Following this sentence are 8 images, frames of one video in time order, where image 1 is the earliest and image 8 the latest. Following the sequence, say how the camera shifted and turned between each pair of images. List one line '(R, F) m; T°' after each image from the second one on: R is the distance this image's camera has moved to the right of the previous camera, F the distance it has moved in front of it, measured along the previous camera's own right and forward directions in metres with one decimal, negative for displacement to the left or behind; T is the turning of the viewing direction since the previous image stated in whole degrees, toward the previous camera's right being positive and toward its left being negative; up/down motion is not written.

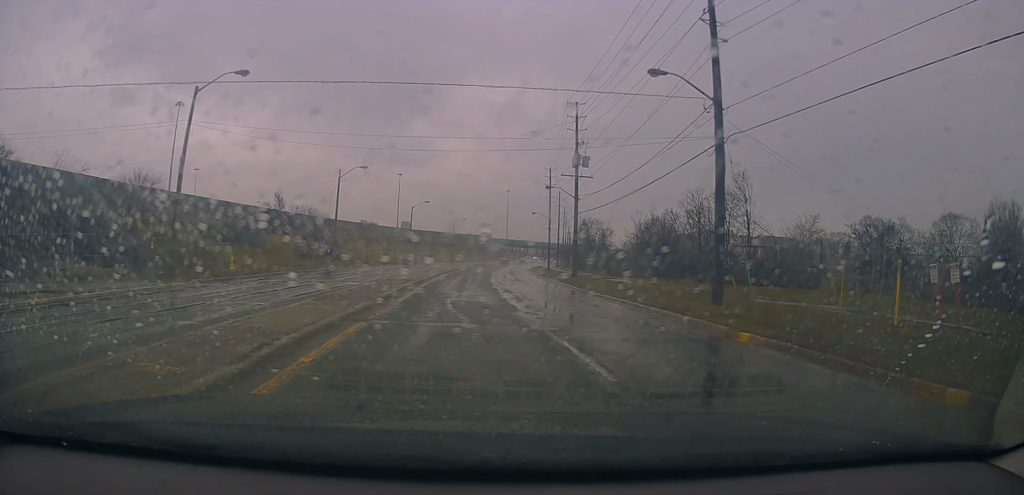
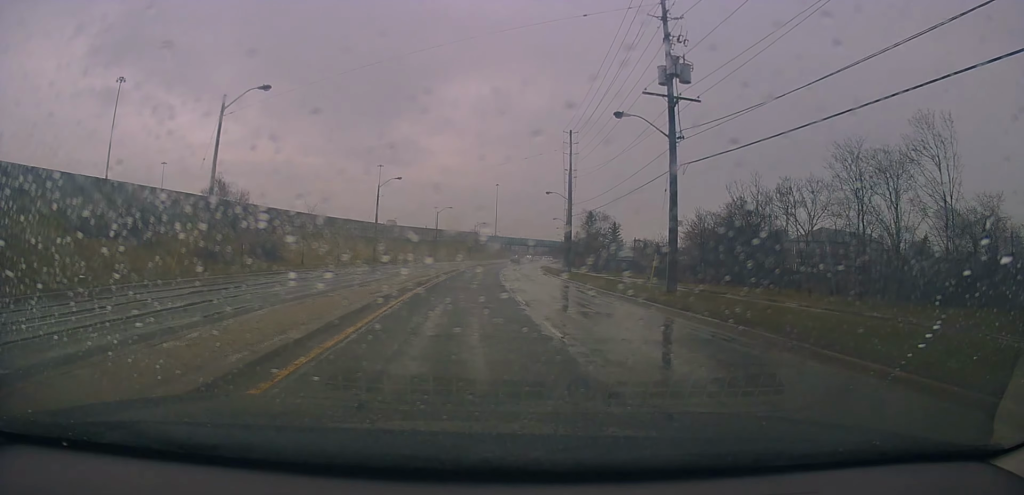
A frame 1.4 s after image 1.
(+0.5, +24.4) m; +4°
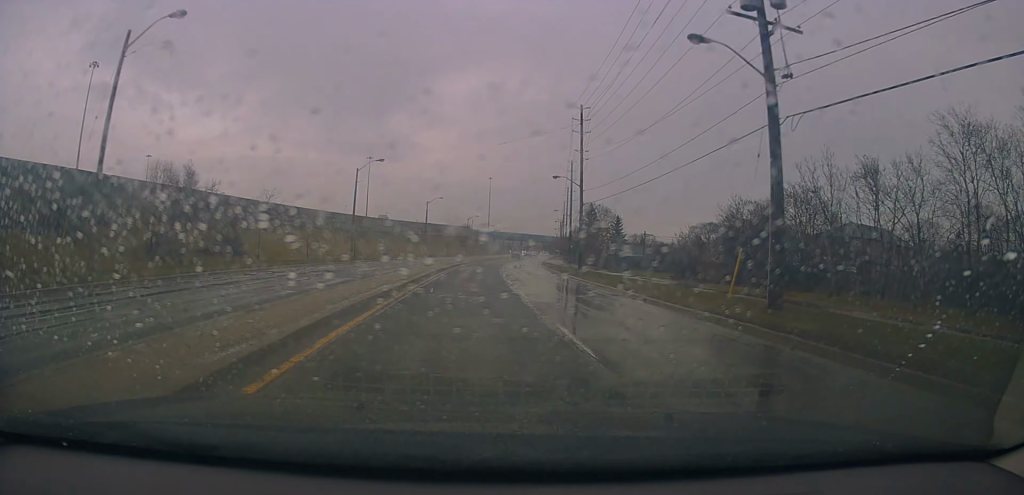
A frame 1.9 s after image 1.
(+0.4, +9.2) m; +1°
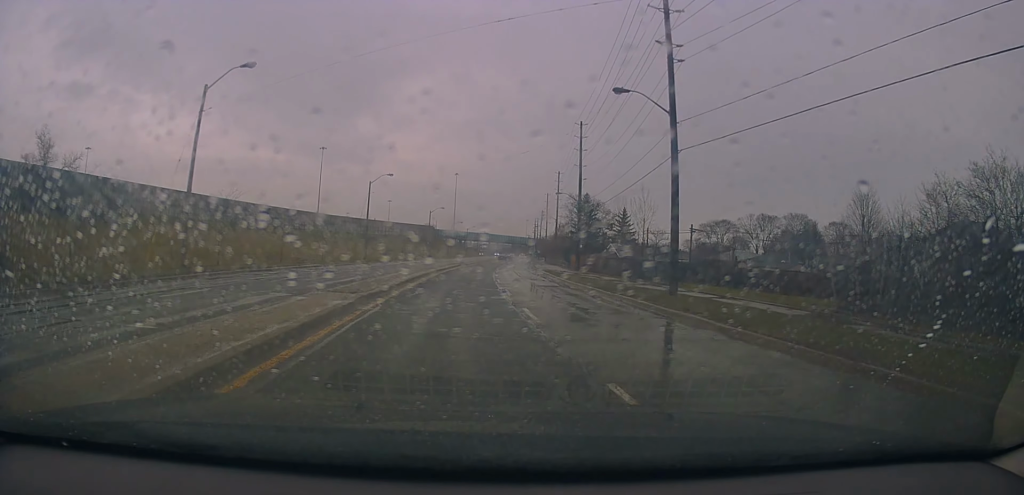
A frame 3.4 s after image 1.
(+0.2, +27.4) m; +2°
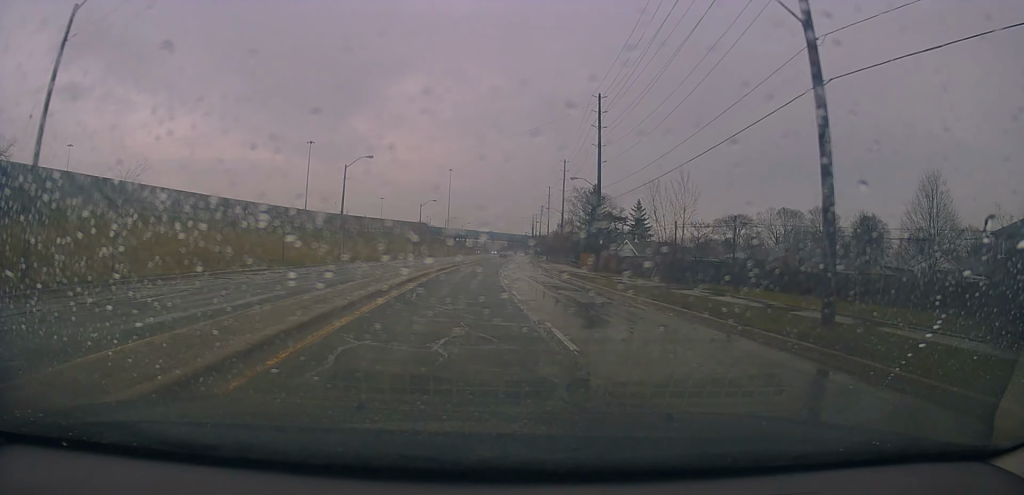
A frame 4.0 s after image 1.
(+0.1, +10.3) m; +1°
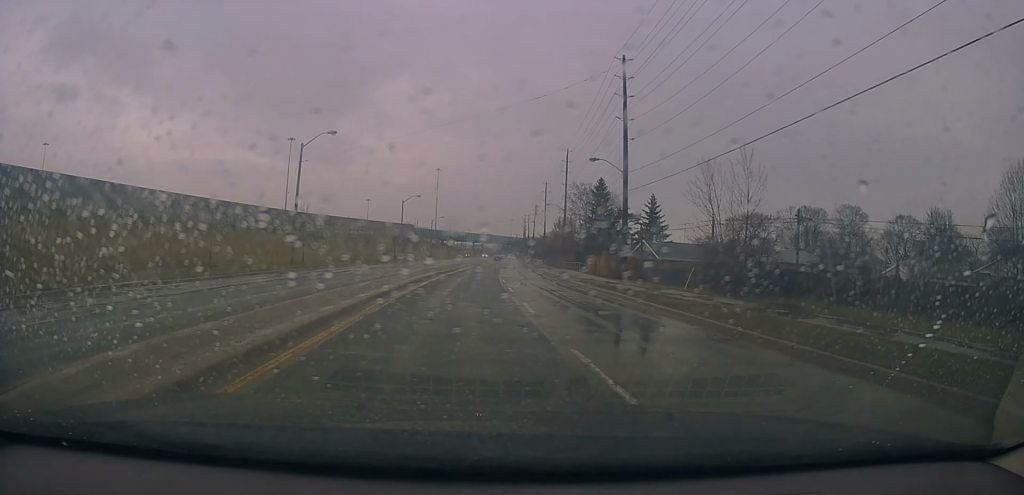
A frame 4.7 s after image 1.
(+0.1, +13.5) m; +1°
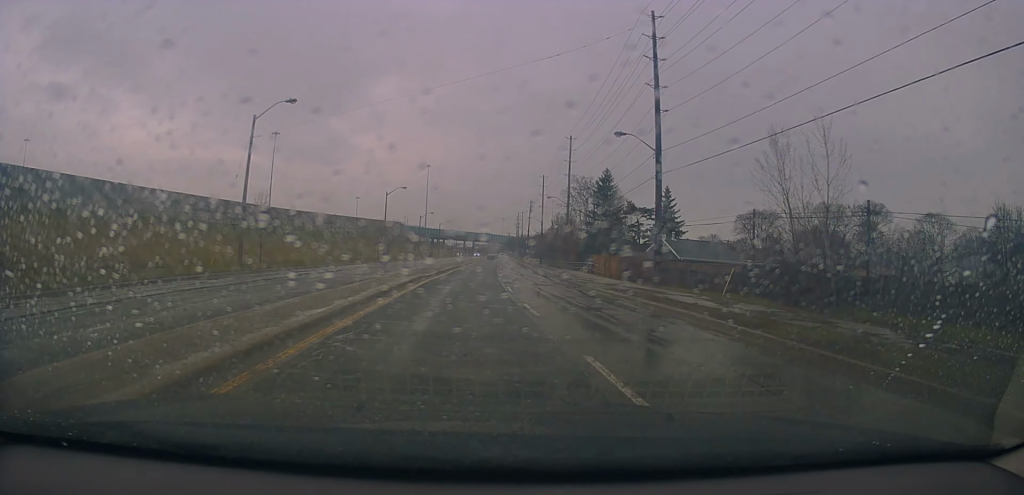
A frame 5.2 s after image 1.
(0.0, +9.5) m; +1°
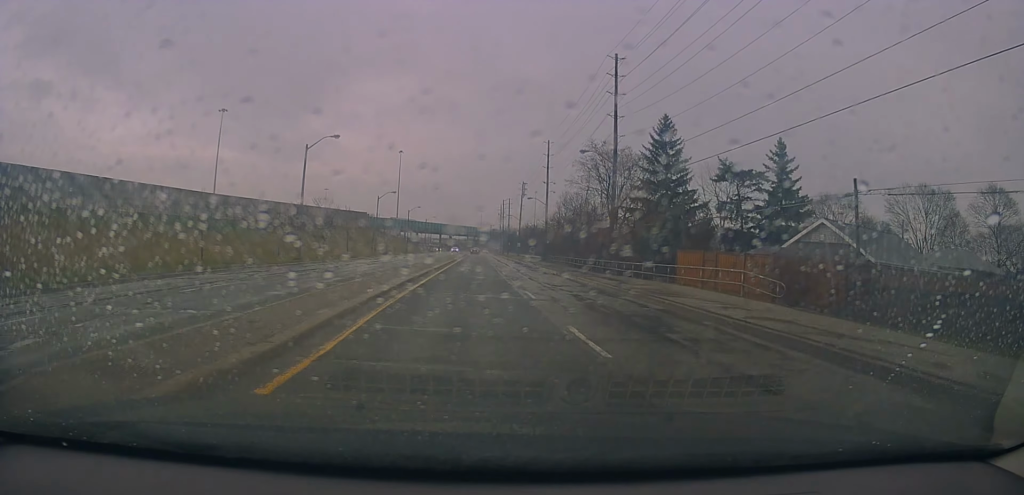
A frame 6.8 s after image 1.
(+0.8, +31.4) m; +2°
